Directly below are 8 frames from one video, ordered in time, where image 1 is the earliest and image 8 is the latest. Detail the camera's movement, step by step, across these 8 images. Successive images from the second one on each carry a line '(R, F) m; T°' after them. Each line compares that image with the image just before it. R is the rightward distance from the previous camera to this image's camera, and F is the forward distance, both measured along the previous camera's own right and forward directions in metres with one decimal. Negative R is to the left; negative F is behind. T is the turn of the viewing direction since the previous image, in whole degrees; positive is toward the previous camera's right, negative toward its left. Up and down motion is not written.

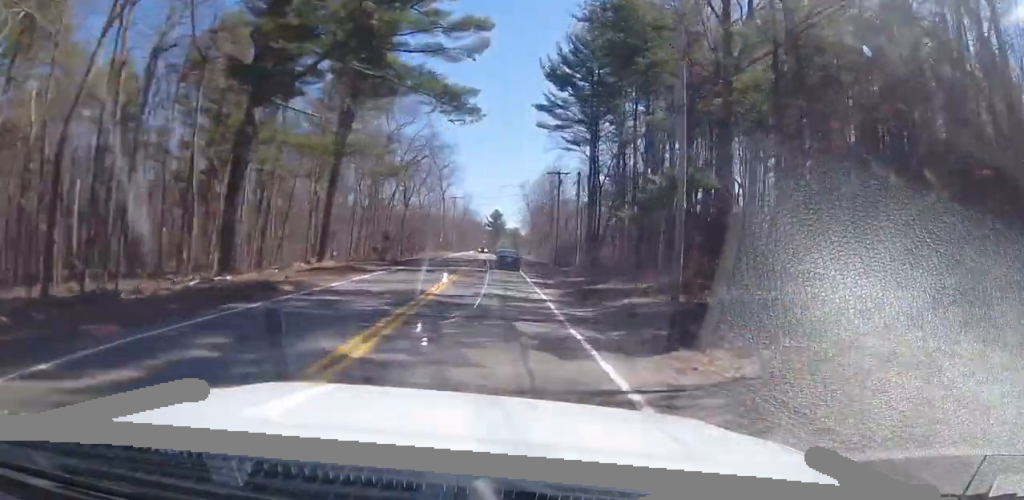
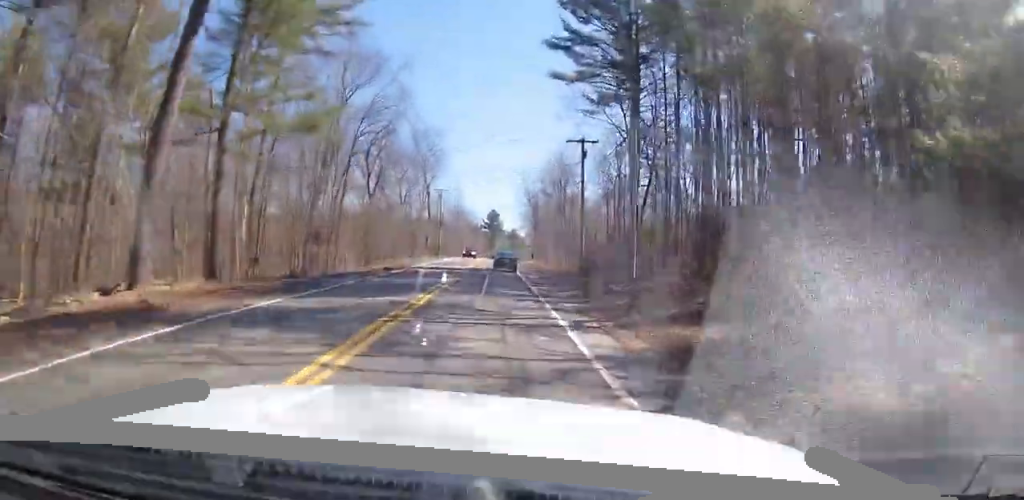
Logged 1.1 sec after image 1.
(+0.1, +19.9) m; +1°
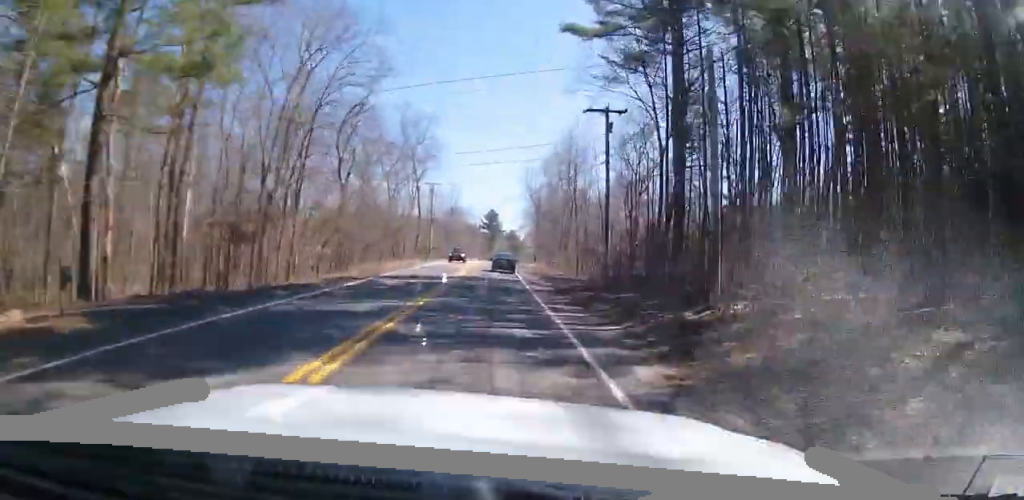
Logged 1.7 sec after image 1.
(+0.1, +10.1) m; 0°
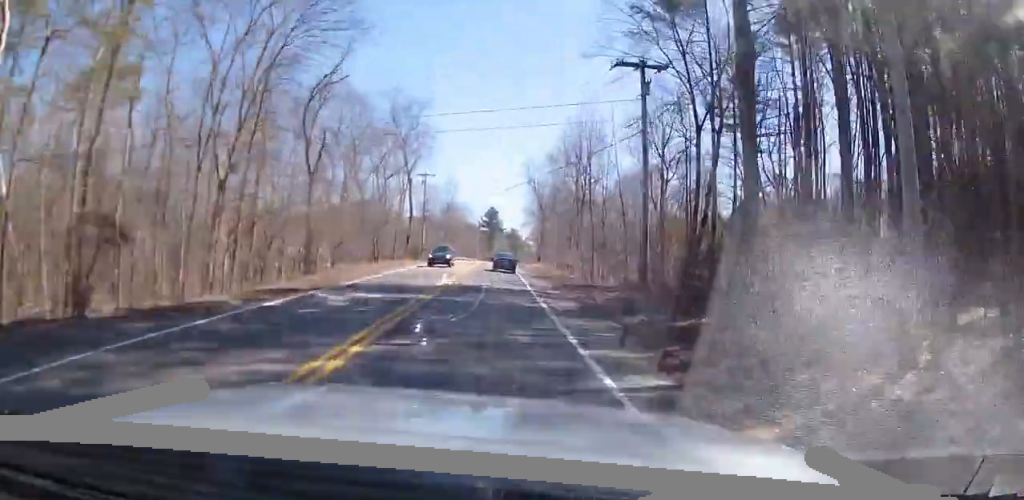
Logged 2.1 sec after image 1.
(0.0, +8.3) m; 0°
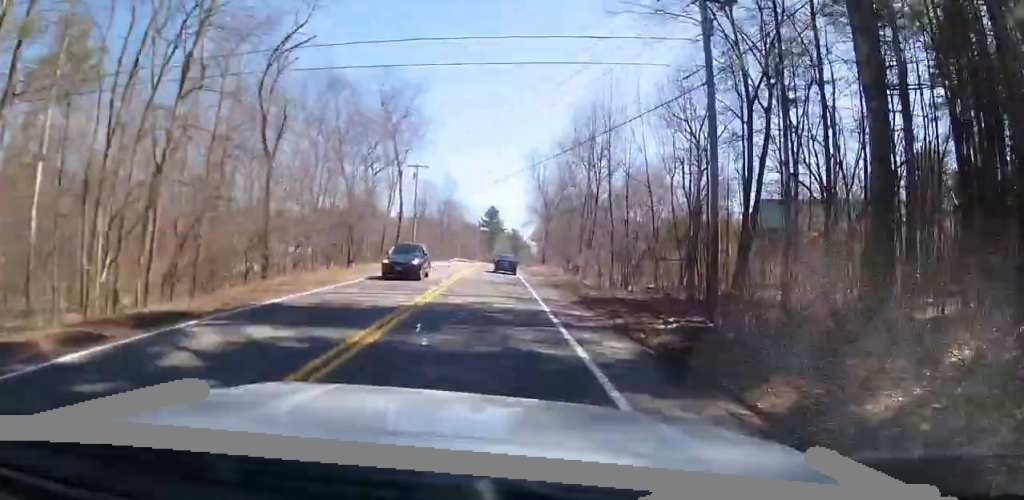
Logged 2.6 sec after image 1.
(-0.1, +7.7) m; 0°
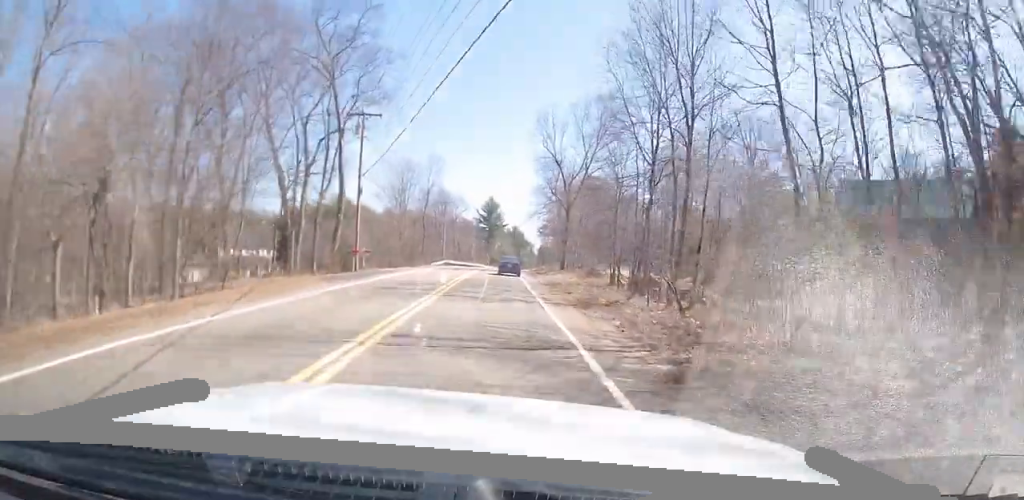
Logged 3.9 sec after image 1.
(-0.1, +24.5) m; -1°
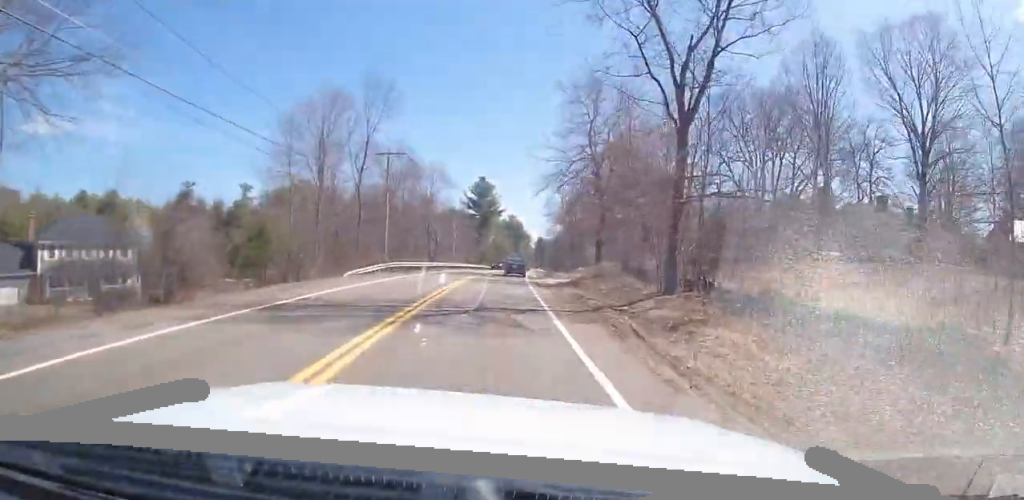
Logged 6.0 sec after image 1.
(-2.0, +37.8) m; -3°
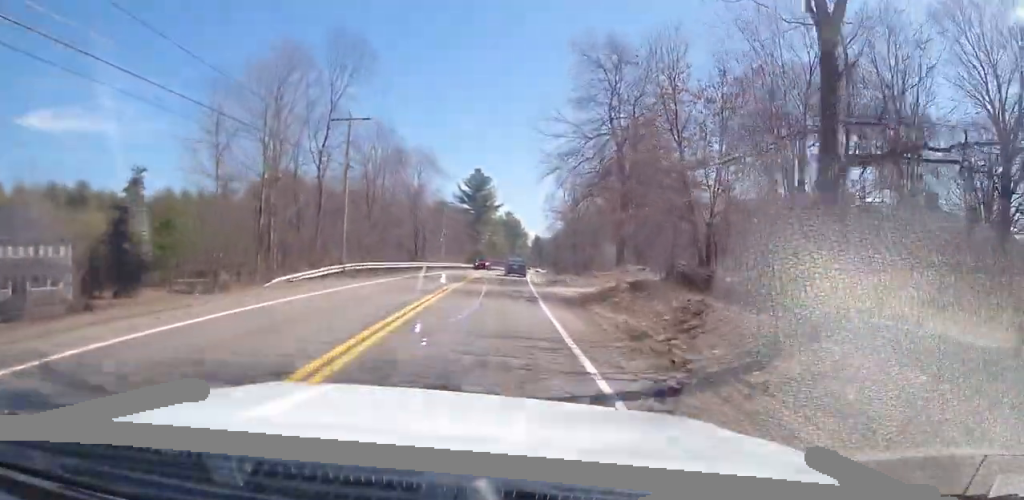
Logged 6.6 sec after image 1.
(+0.3, +10.0) m; +2°
